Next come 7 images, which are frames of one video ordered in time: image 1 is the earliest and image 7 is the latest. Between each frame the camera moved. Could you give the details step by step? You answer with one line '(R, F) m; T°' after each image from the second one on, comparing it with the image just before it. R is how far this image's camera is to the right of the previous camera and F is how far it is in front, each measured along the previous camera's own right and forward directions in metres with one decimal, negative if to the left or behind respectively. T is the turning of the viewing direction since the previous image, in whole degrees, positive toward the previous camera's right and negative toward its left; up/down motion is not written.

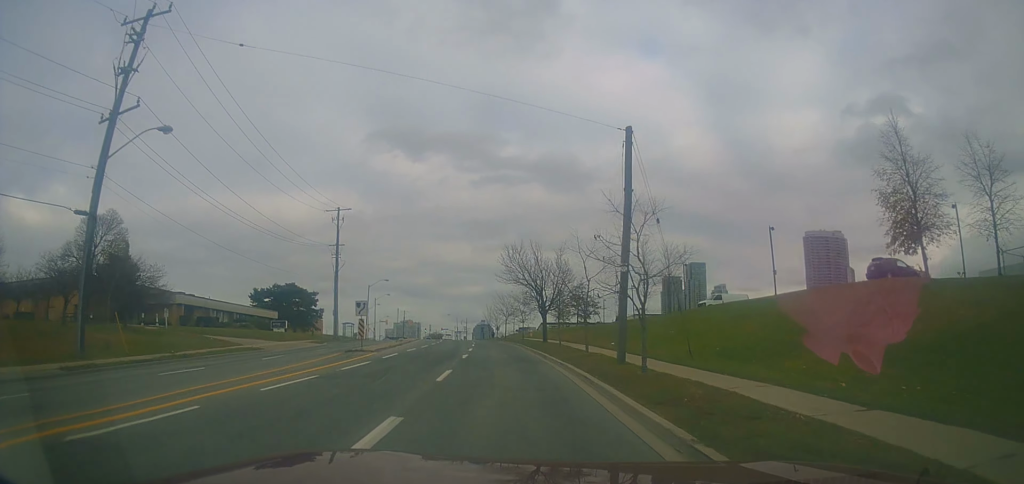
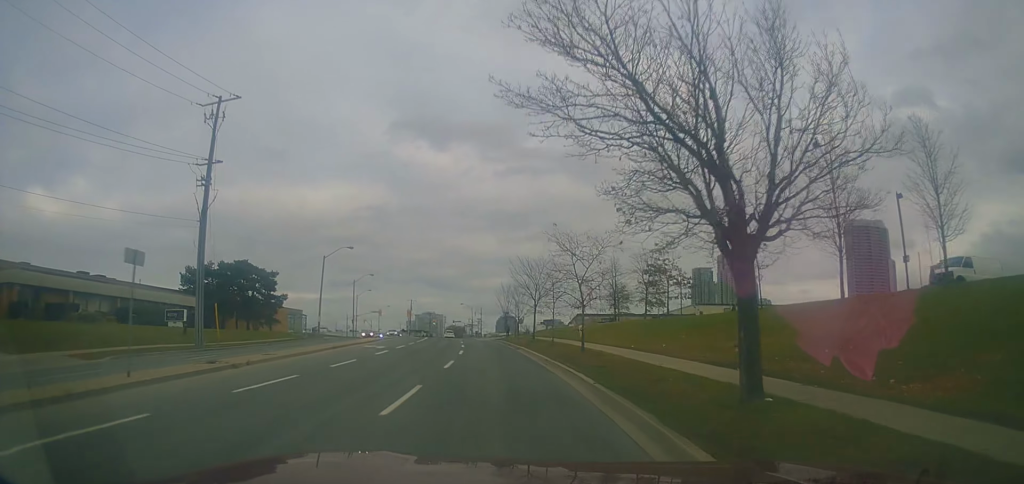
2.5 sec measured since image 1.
(-1.2, +32.8) m; -2°
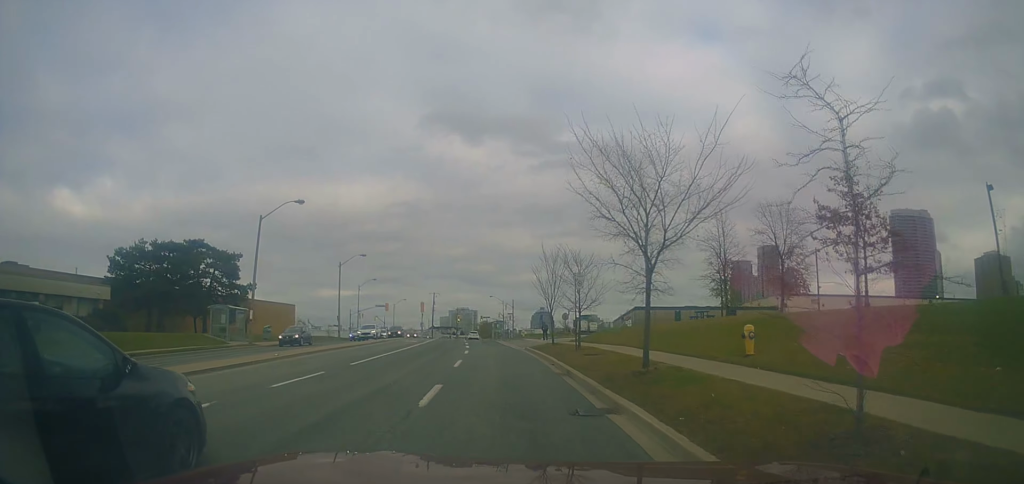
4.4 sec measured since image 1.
(-0.6, +23.6) m; -3°
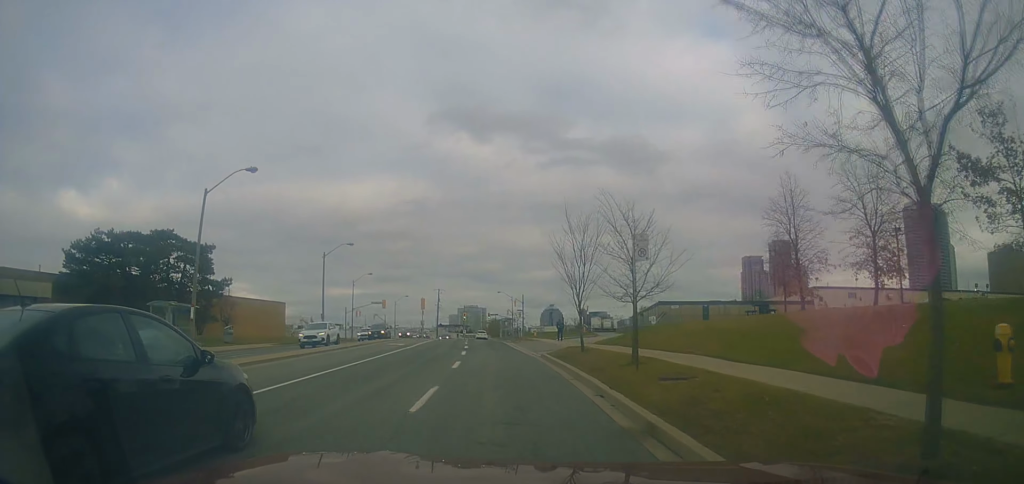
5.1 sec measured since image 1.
(-0.1, +9.1) m; -1°
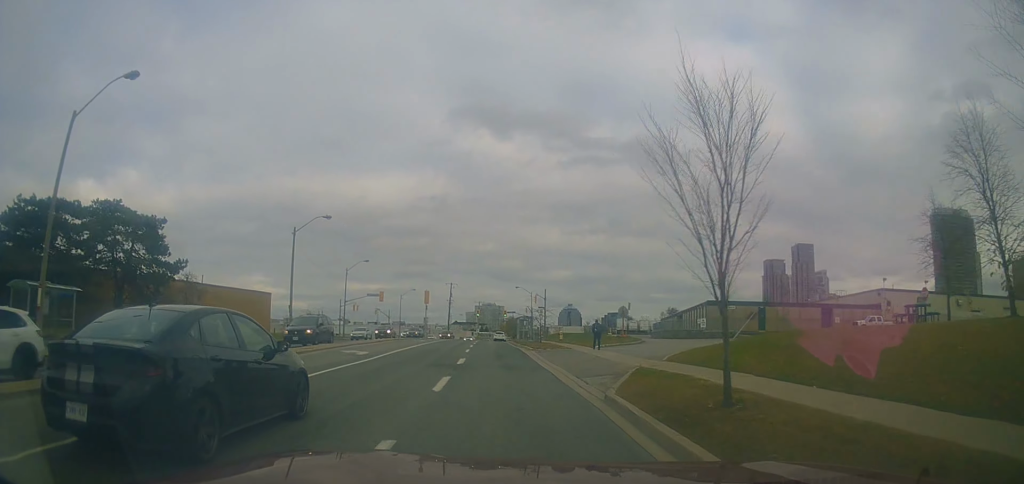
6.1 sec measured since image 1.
(+0.1, +13.3) m; -2°
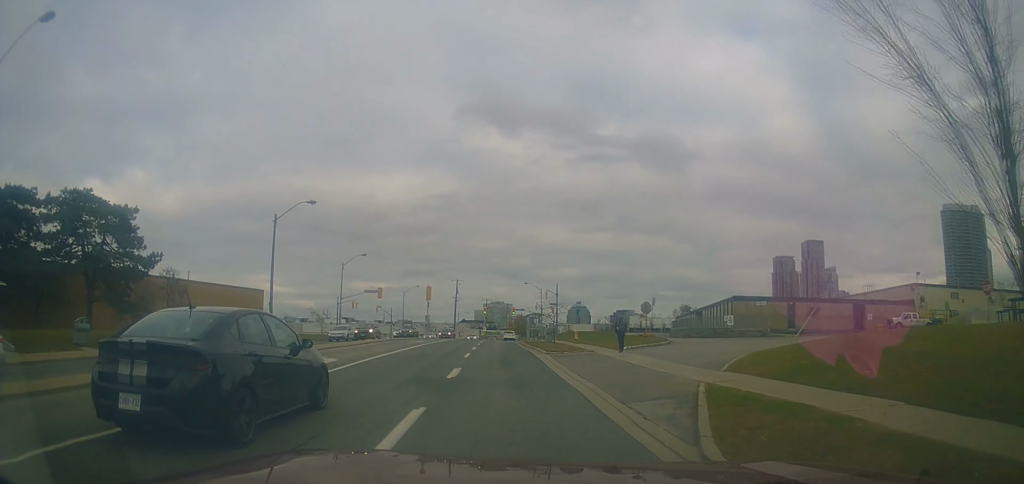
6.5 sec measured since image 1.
(-0.3, +5.5) m; -1°
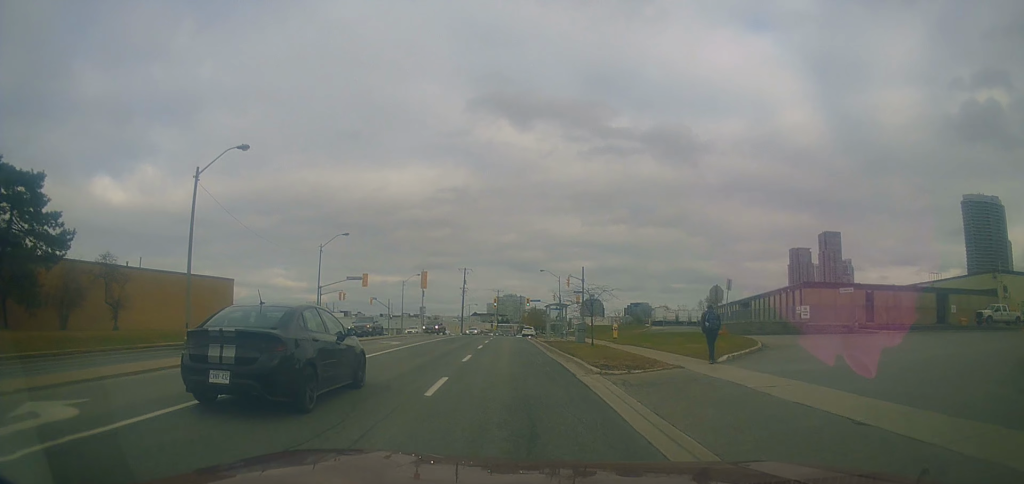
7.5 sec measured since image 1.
(0.0, +12.9) m; 0°
